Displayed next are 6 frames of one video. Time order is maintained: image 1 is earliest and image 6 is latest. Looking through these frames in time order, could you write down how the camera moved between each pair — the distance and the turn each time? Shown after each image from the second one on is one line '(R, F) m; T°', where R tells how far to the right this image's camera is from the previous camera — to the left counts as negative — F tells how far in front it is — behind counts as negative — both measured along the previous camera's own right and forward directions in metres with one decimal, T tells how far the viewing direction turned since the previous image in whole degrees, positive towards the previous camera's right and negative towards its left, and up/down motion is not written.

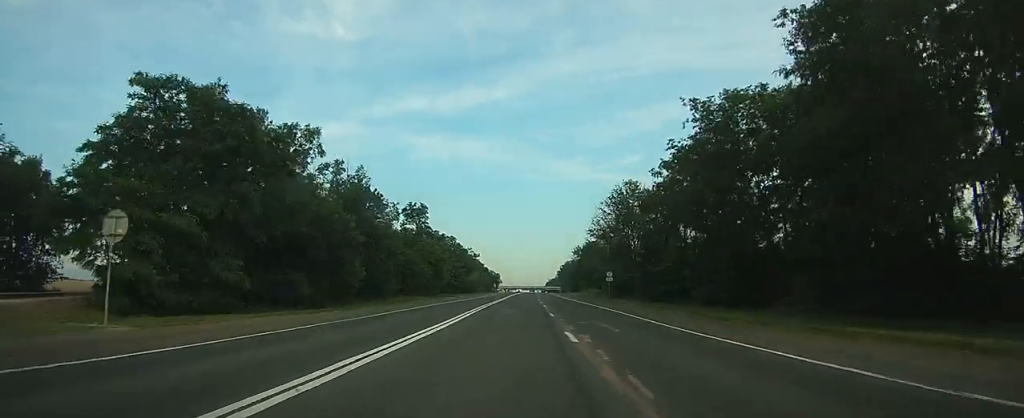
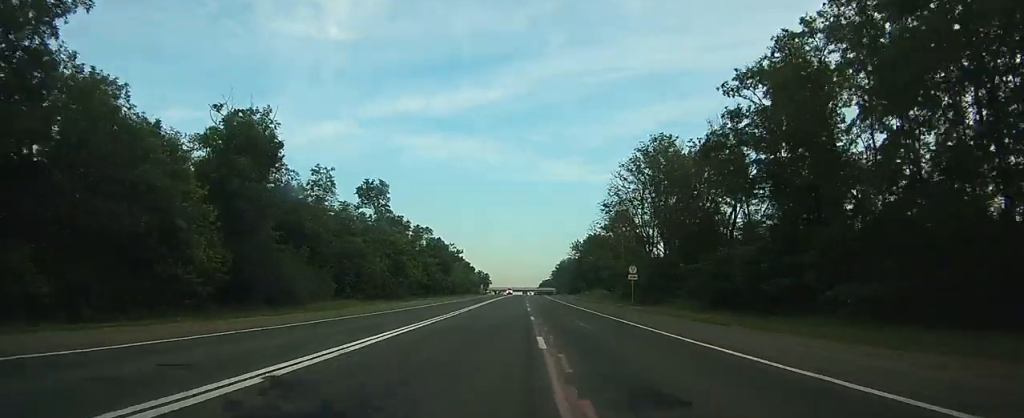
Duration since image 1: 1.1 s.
(+0.2, +25.7) m; +1°
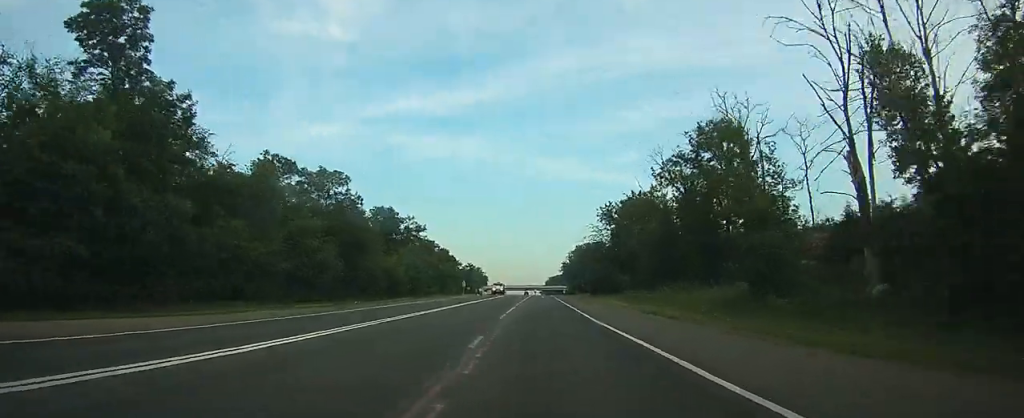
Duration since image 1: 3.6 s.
(+0.3, +61.1) m; 0°
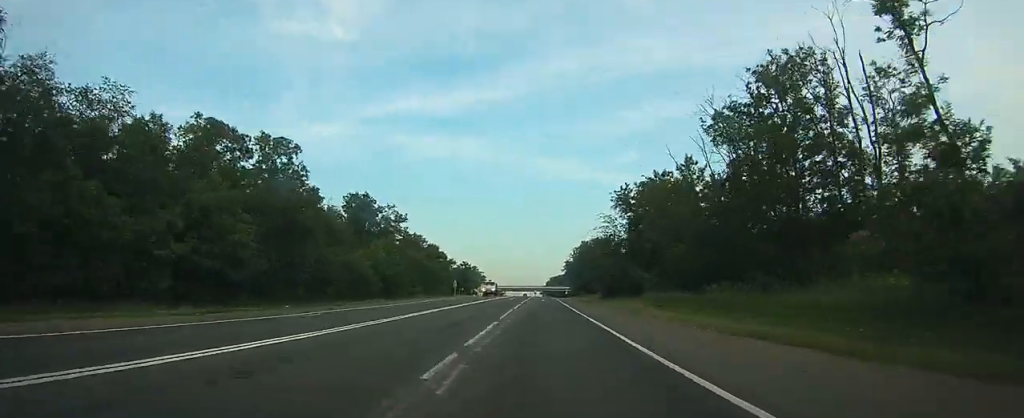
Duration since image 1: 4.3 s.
(0.0, +16.0) m; 0°
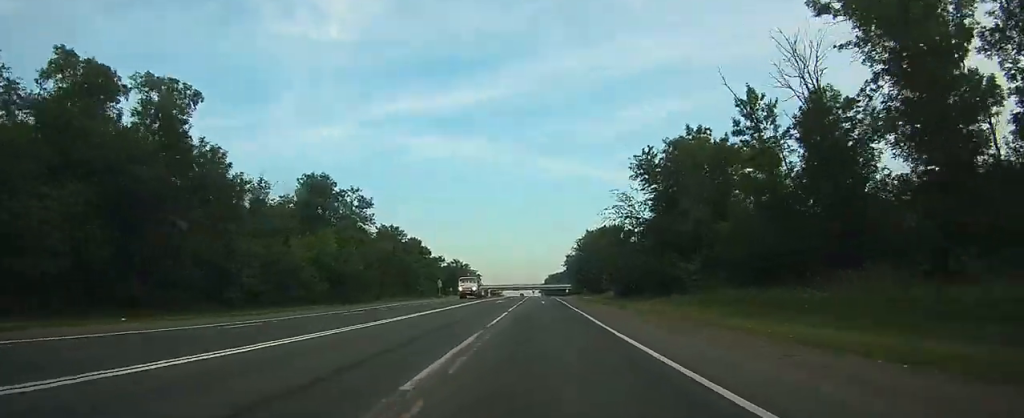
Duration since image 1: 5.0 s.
(0.0, +17.6) m; 0°
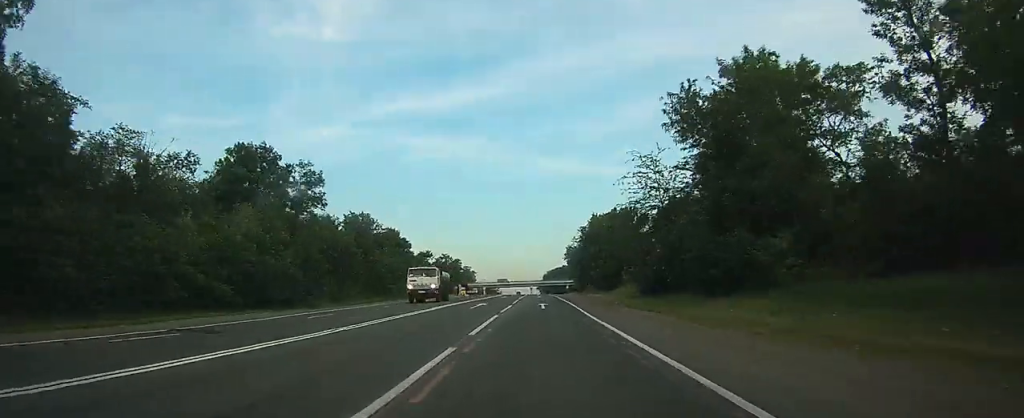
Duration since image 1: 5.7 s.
(-0.1, +16.7) m; 0°
